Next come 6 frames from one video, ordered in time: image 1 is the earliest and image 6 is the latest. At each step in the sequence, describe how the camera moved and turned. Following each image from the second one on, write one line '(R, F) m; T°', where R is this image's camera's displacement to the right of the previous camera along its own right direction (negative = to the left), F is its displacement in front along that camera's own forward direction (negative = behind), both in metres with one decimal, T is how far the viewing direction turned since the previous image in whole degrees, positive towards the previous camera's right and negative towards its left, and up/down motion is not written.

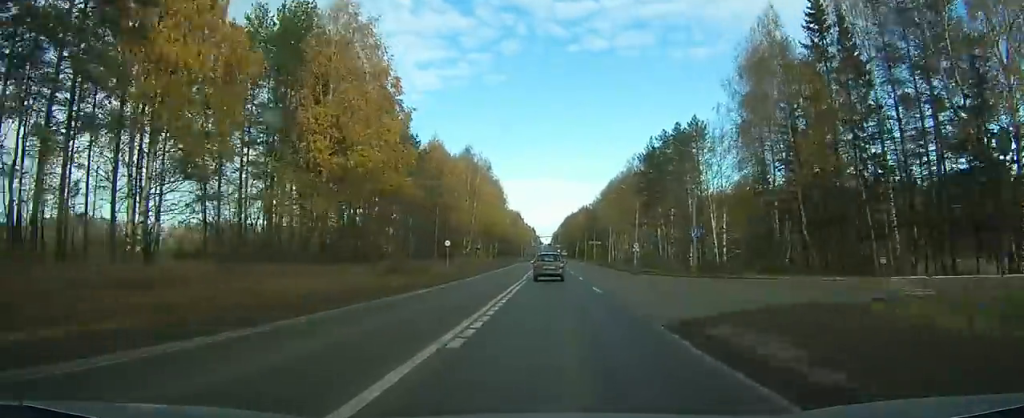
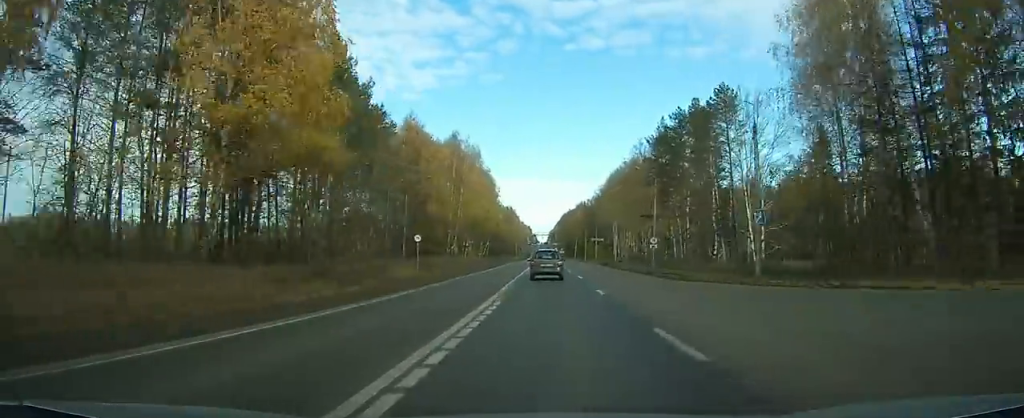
(+0.1, +13.8) m; 0°
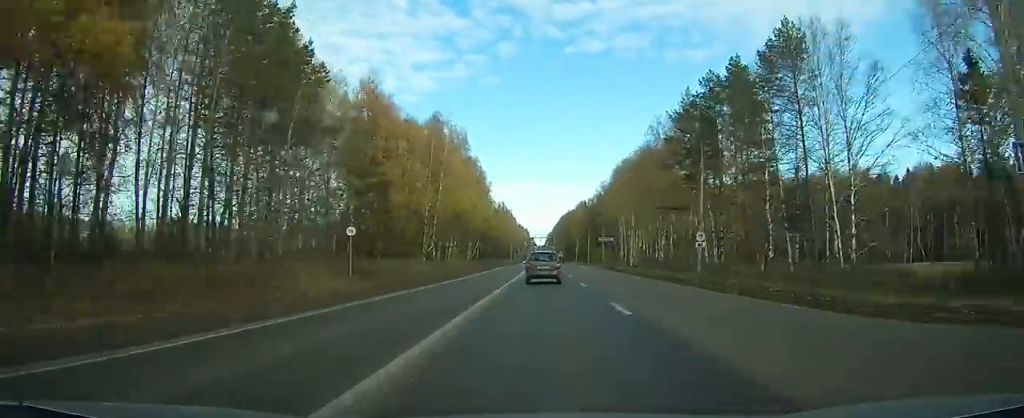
(+0.1, +18.2) m; 0°
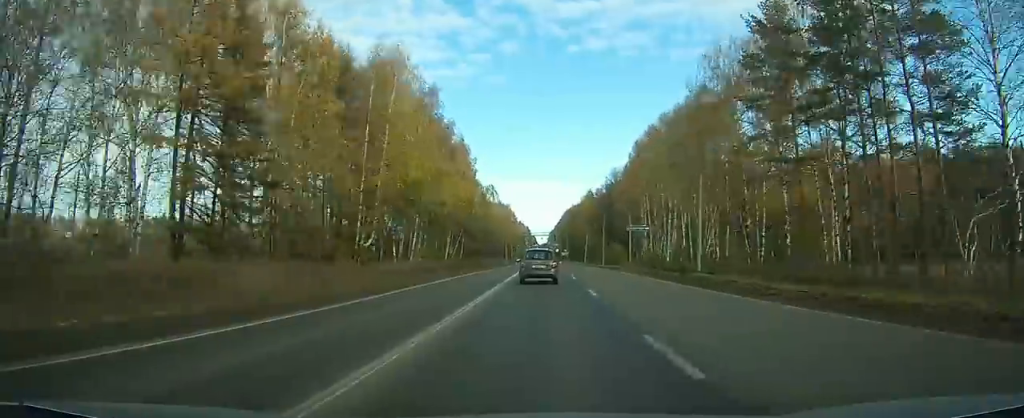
(+0.1, +30.2) m; 0°
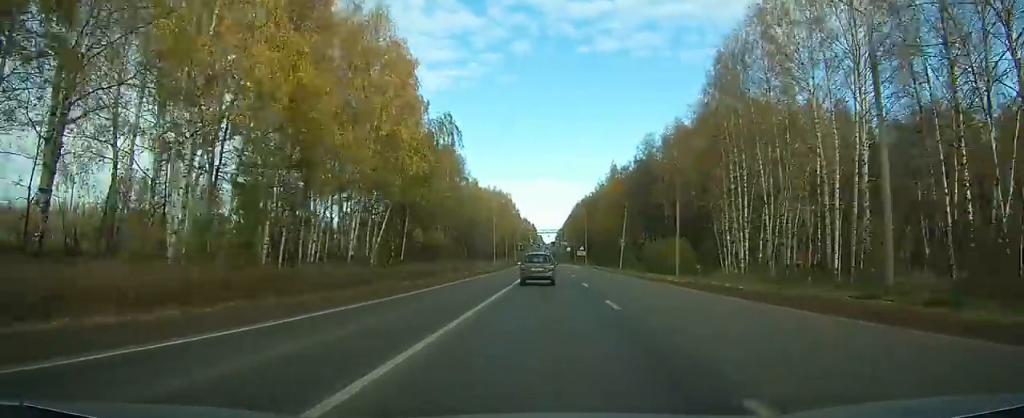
(+0.3, +56.5) m; 0°
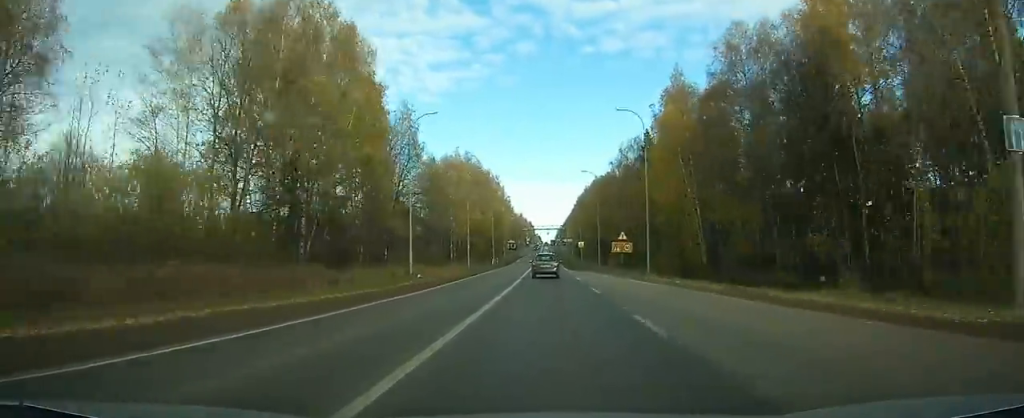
(-0.2, +67.6) m; 0°
